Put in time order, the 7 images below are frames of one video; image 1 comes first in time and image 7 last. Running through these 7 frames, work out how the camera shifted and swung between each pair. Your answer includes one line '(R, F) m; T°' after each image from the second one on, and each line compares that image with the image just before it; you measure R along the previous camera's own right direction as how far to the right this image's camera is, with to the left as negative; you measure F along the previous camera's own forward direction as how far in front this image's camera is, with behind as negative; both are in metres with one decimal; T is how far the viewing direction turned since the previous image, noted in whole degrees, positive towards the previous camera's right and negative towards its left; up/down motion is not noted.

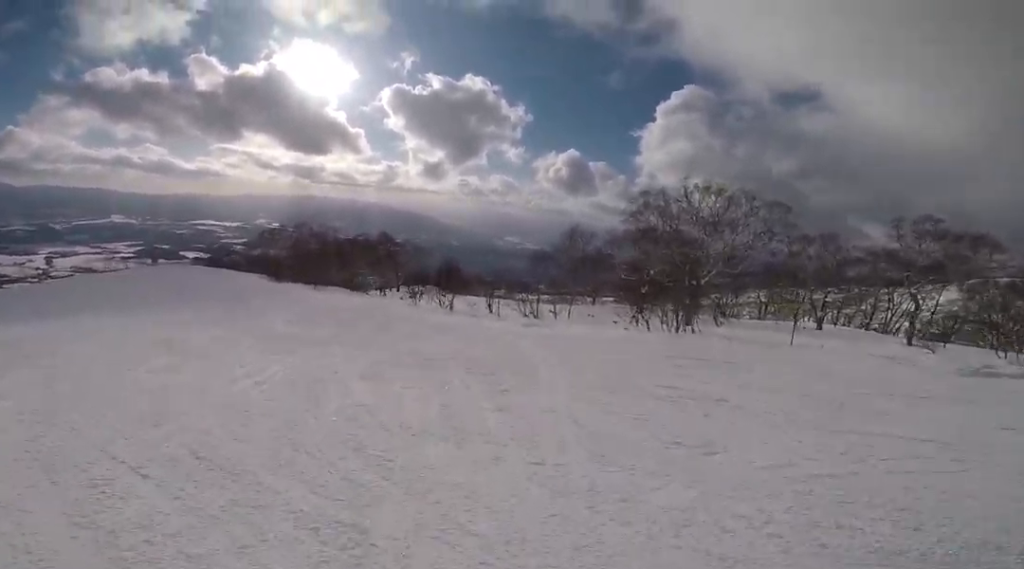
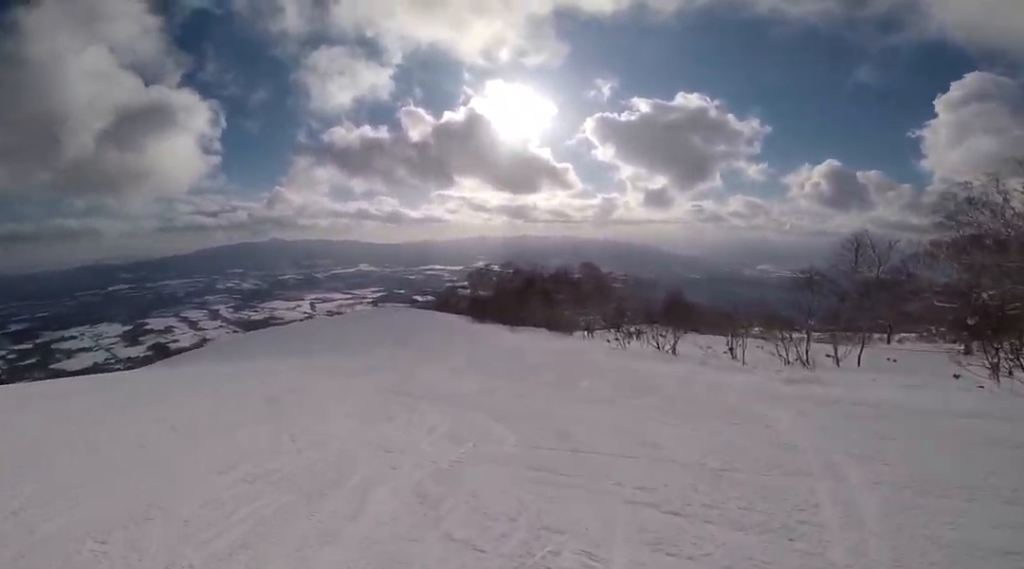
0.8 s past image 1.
(-0.8, +4.1) m; -26°
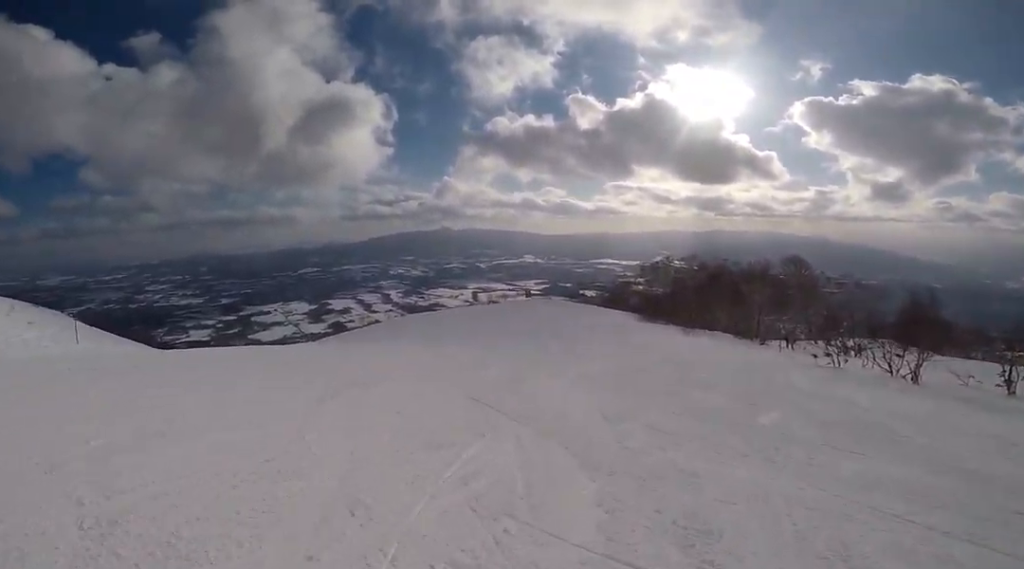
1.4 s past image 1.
(-0.8, +3.0) m; -19°
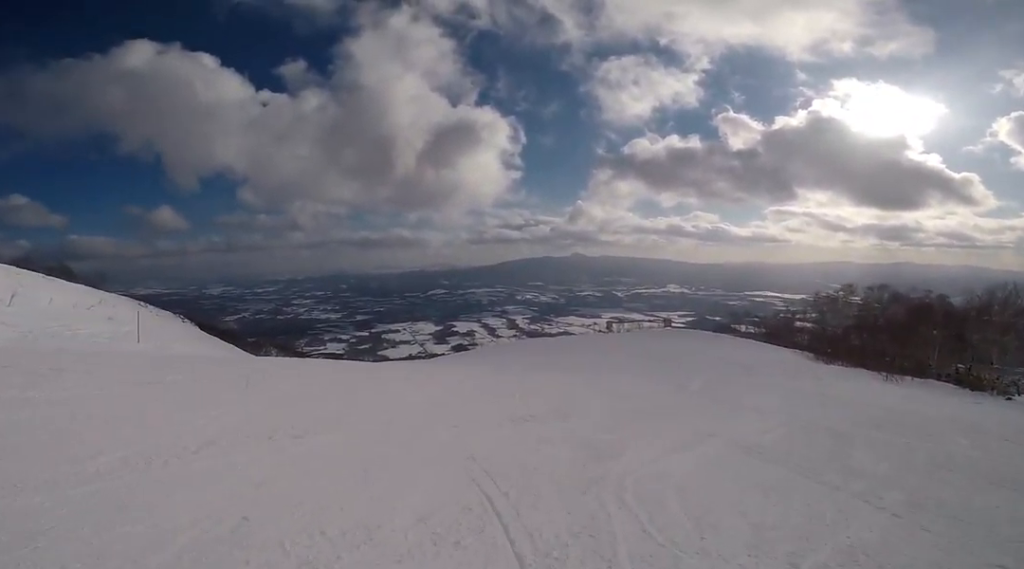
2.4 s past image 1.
(-1.5, +4.8) m; -29°
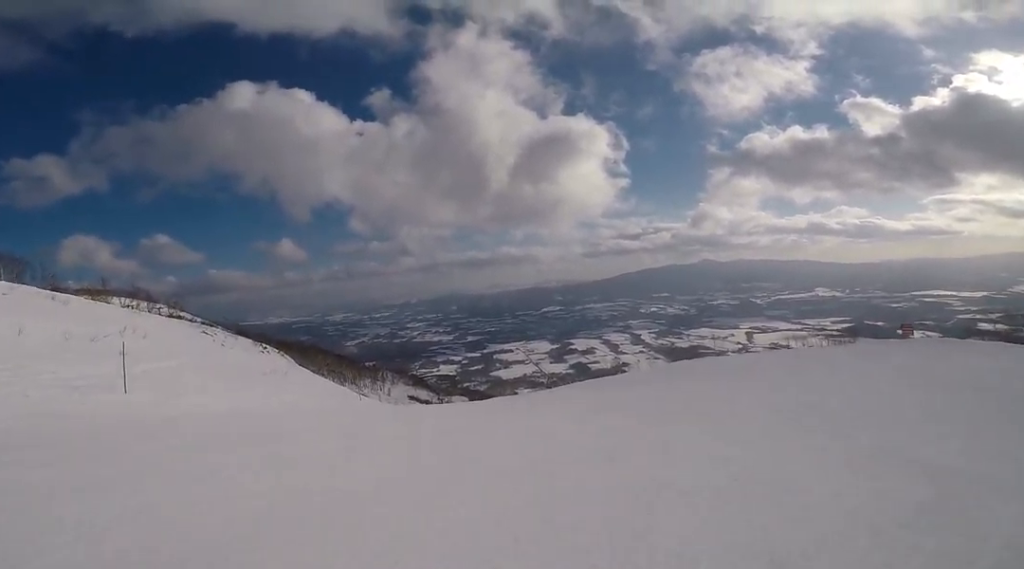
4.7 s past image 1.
(-3.2, +11.0) m; -15°
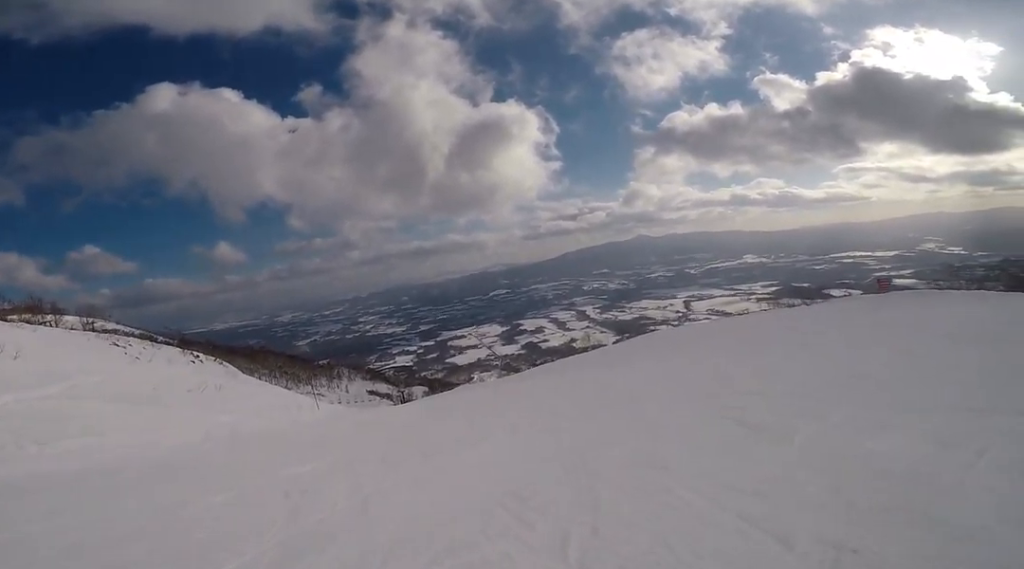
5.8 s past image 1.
(+0.6, +5.6) m; +18°
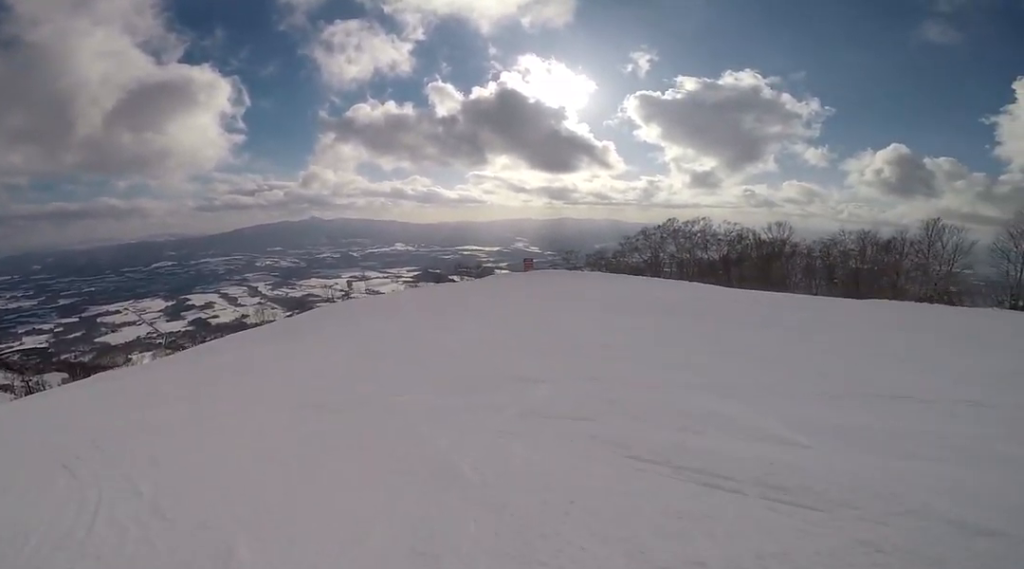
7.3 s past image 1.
(+2.3, +7.3) m; +26°
